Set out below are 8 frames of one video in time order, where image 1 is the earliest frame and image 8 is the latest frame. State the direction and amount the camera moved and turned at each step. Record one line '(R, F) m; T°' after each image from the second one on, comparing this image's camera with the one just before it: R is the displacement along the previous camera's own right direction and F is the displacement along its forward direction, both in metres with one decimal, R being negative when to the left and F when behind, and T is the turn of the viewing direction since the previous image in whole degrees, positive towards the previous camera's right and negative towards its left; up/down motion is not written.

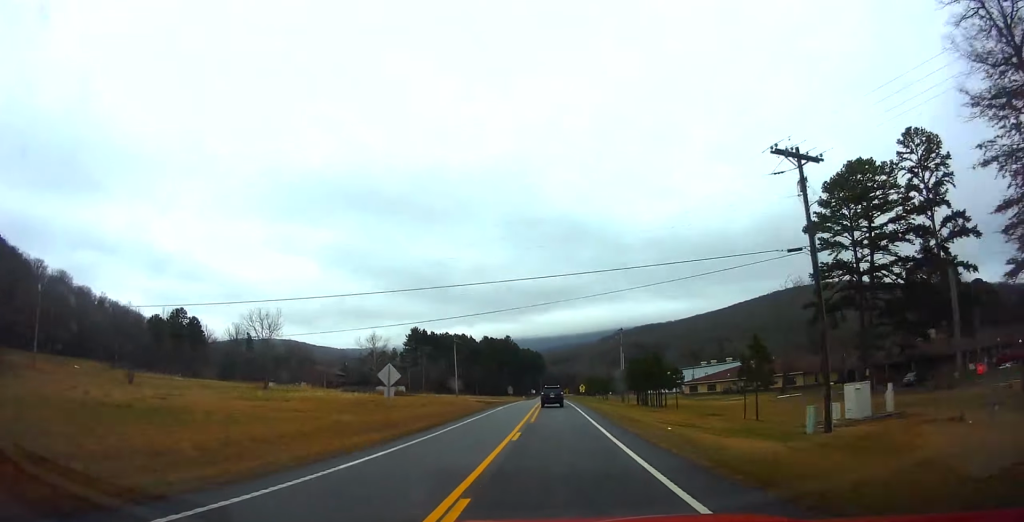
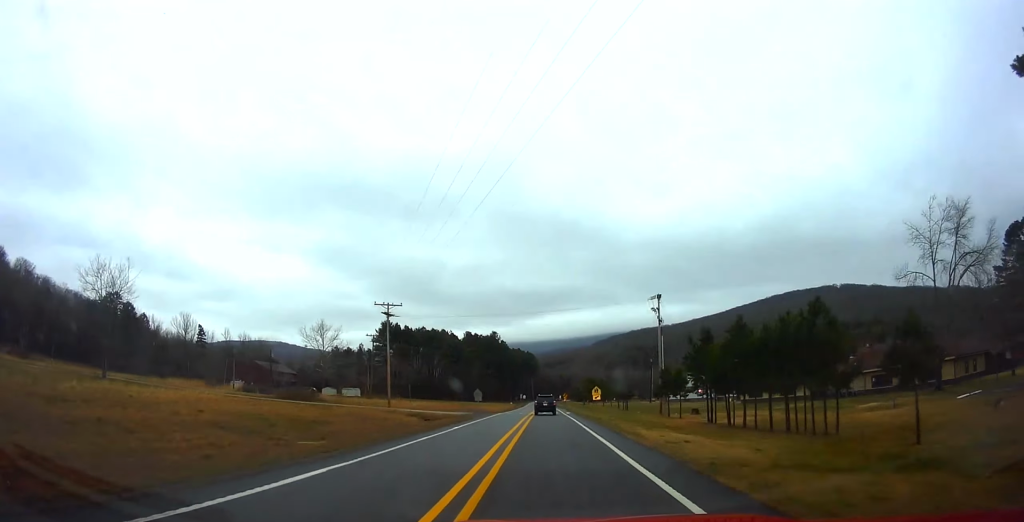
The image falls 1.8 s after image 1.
(-0.9, +38.8) m; -1°
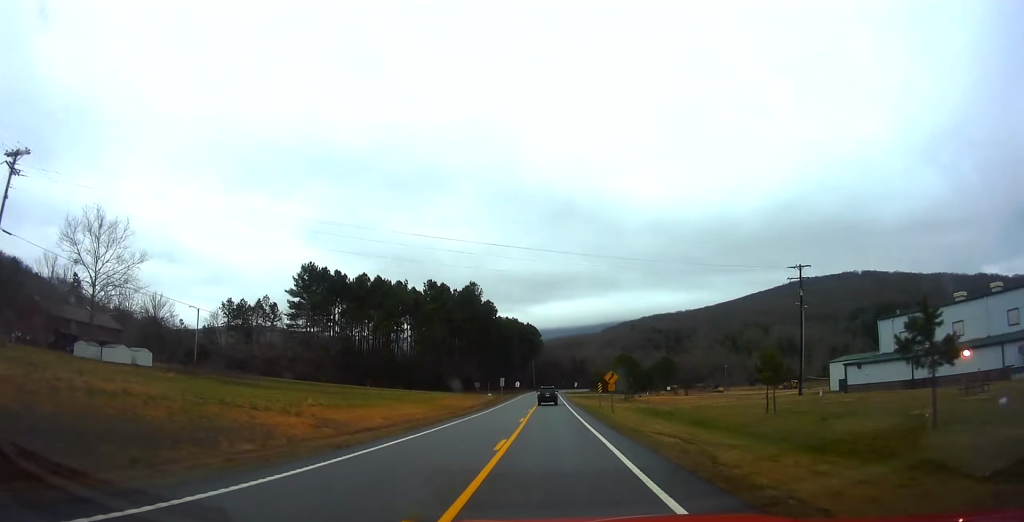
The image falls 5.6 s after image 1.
(+0.6, +83.6) m; 0°
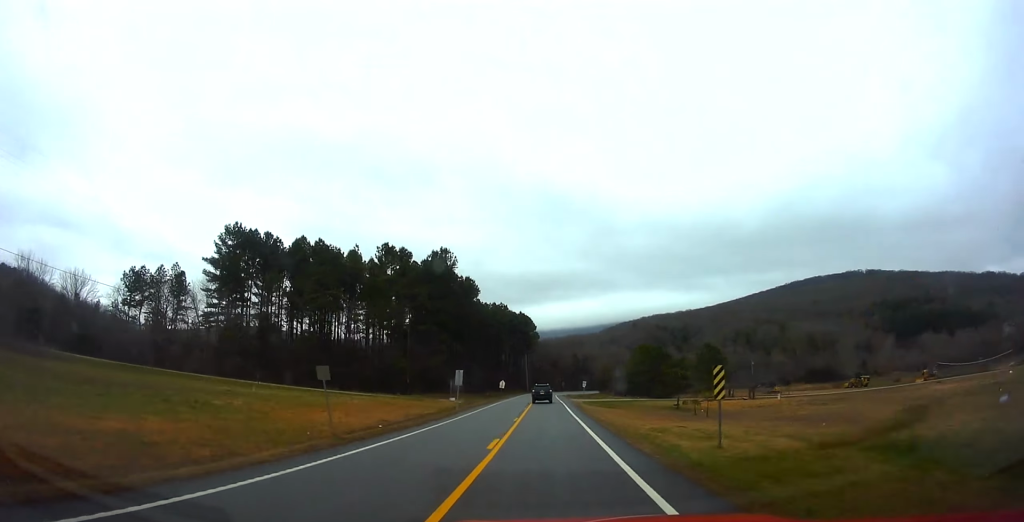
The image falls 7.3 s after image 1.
(-0.1, +37.7) m; 0°
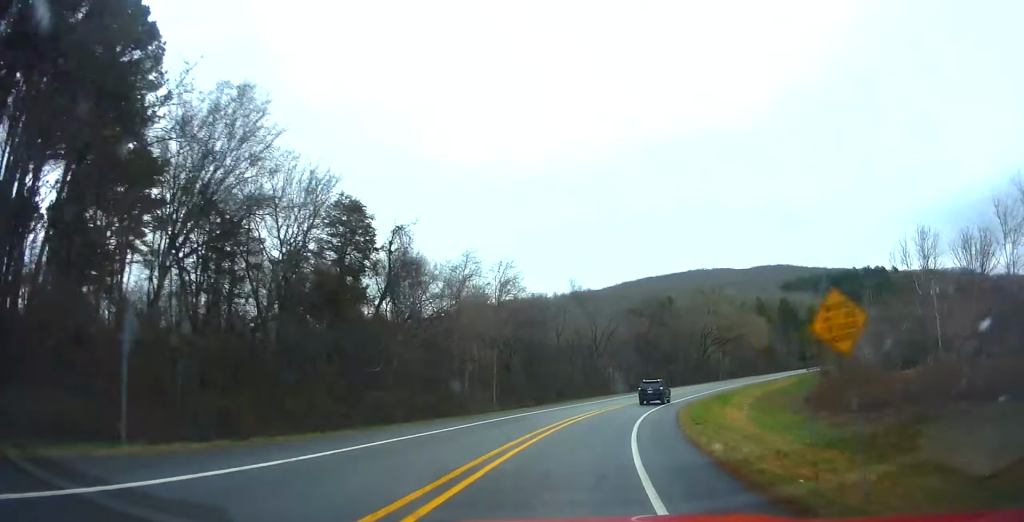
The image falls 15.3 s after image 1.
(+11.4, +168.5) m; +19°
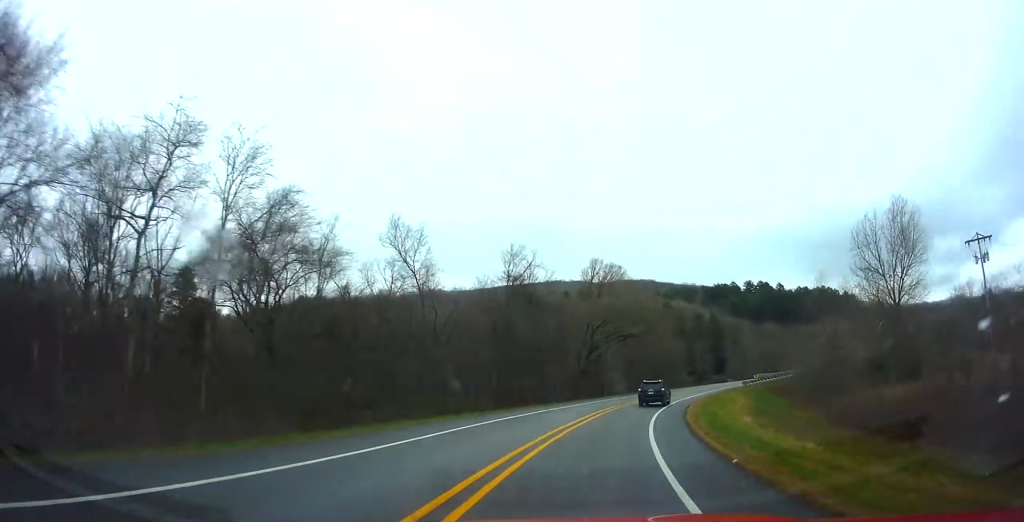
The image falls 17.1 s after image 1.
(-0.2, +36.1) m; +13°
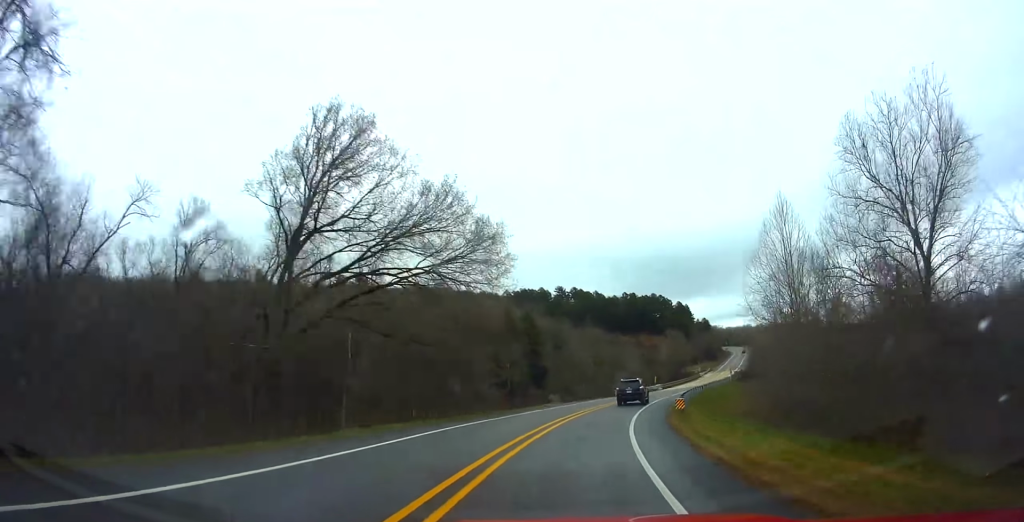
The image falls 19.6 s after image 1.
(+11.5, +47.5) m; +21°
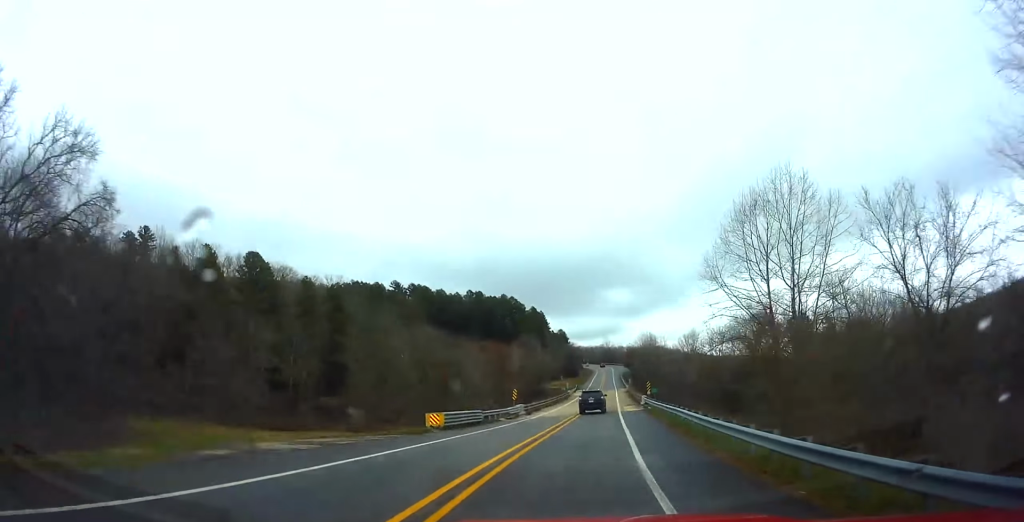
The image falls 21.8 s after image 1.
(+7.9, +41.8) m; +13°
